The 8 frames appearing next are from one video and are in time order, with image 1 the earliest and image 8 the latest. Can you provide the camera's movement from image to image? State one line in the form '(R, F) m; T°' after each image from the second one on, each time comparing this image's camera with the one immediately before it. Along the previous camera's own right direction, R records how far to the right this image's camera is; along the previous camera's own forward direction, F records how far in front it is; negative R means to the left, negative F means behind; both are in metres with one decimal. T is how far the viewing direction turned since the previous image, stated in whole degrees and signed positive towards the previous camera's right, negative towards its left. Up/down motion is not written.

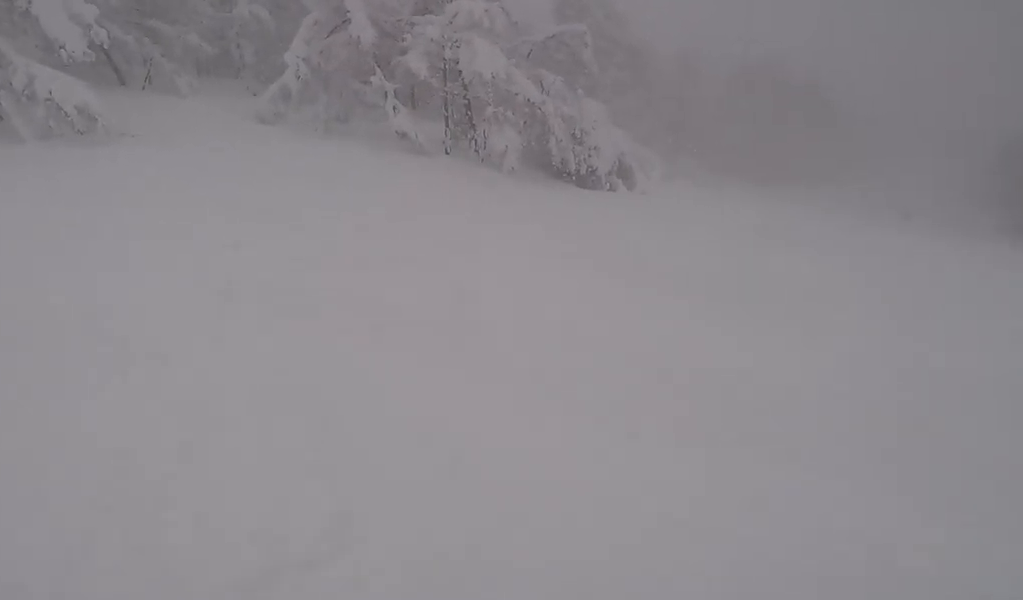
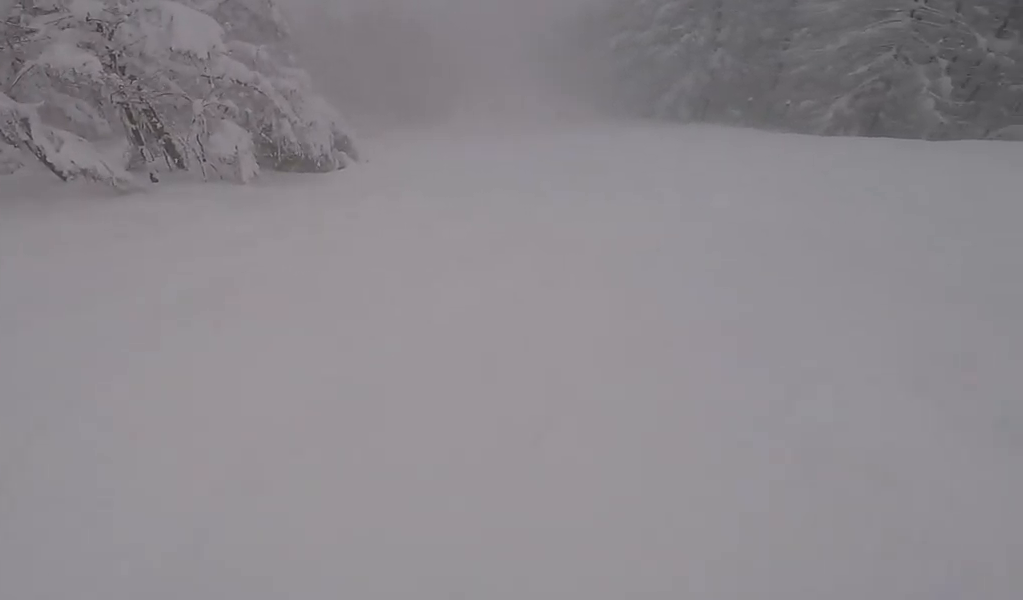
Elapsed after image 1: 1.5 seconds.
(+1.8, +6.3) m; +42°
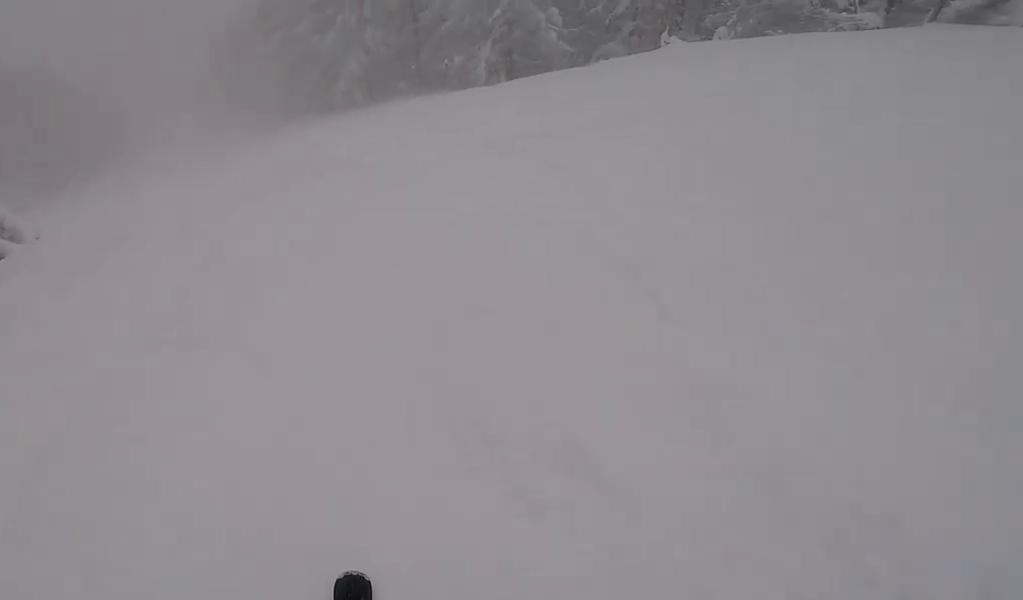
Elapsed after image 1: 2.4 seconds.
(+1.4, +4.1) m; +40°
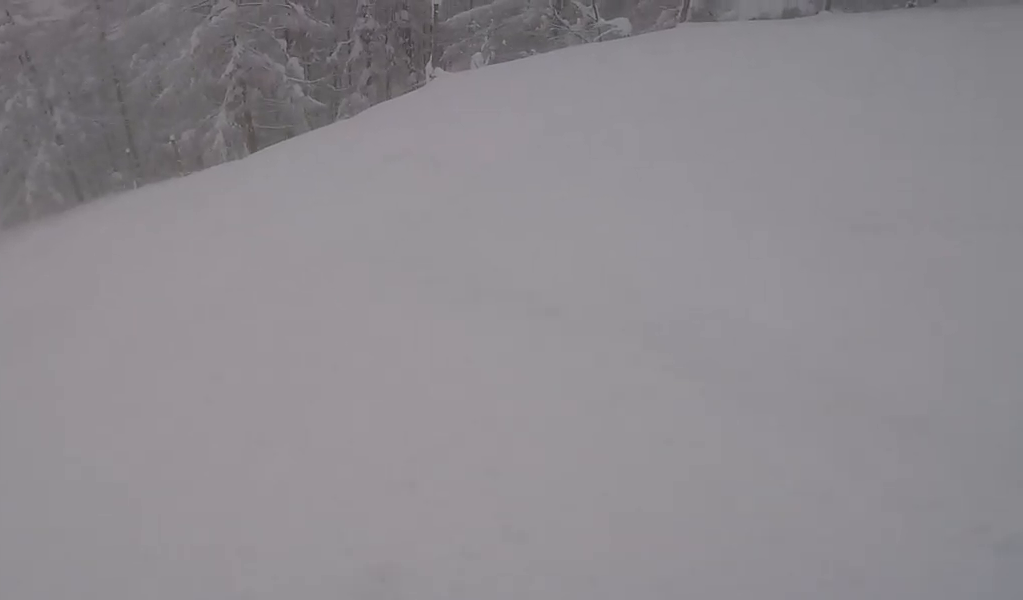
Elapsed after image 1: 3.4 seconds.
(+1.8, +4.4) m; +28°
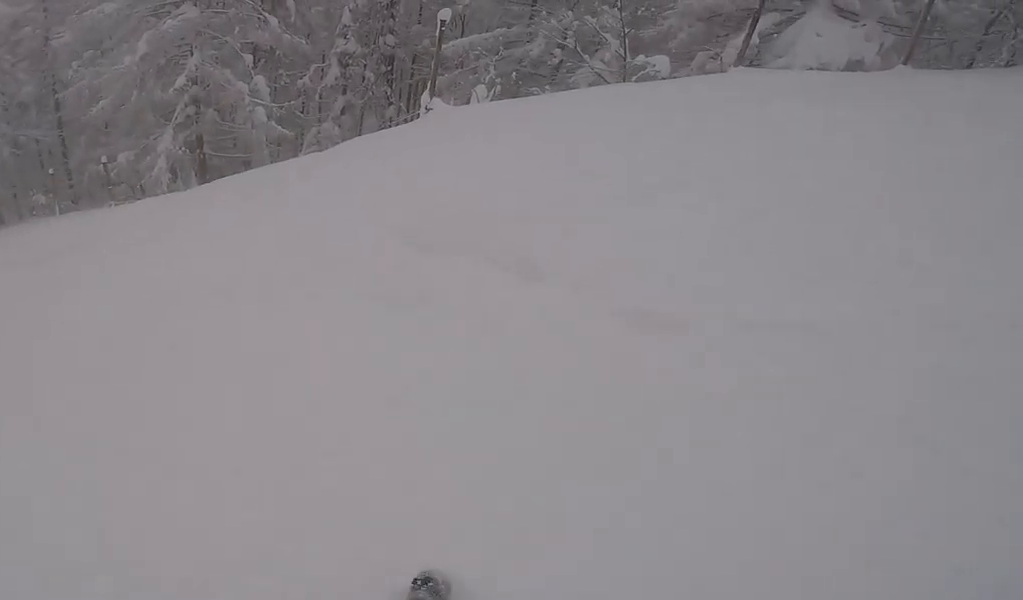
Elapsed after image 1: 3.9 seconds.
(+0.8, +3.2) m; +4°
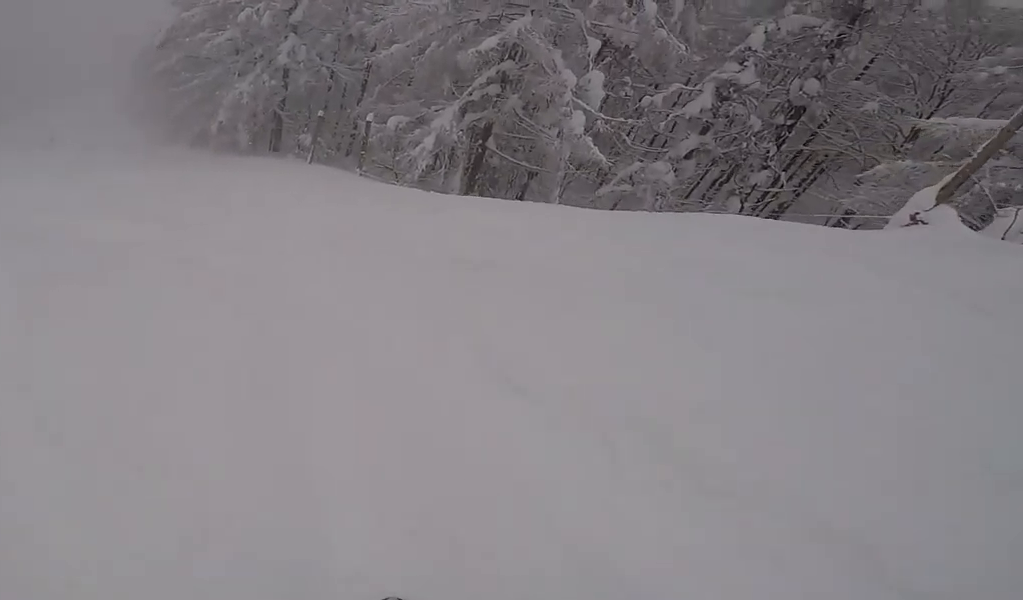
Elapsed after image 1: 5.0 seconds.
(-1.2, +6.1) m; -29°
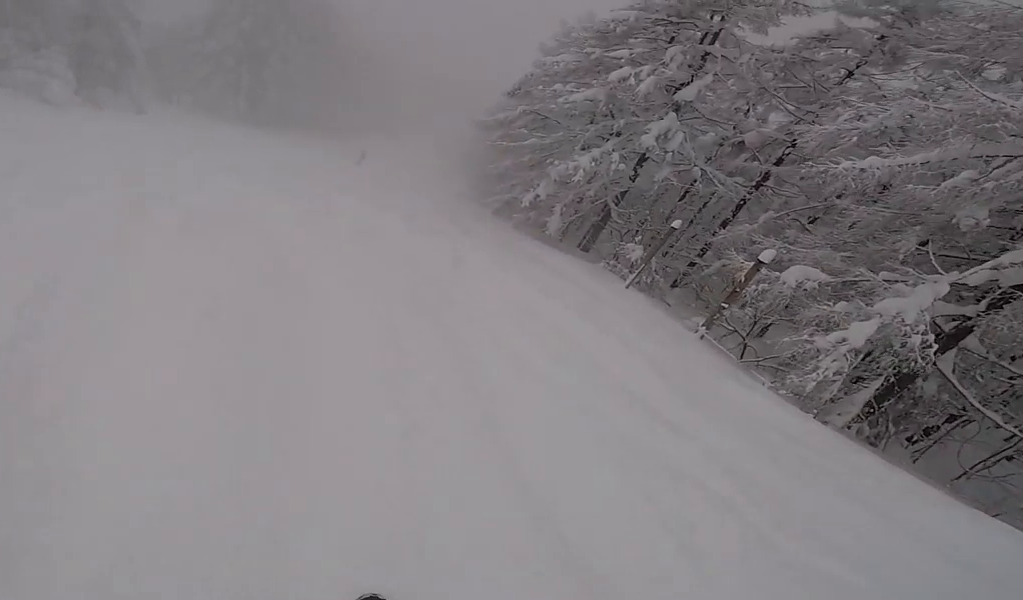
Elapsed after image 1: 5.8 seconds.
(-1.4, +5.0) m; -29°
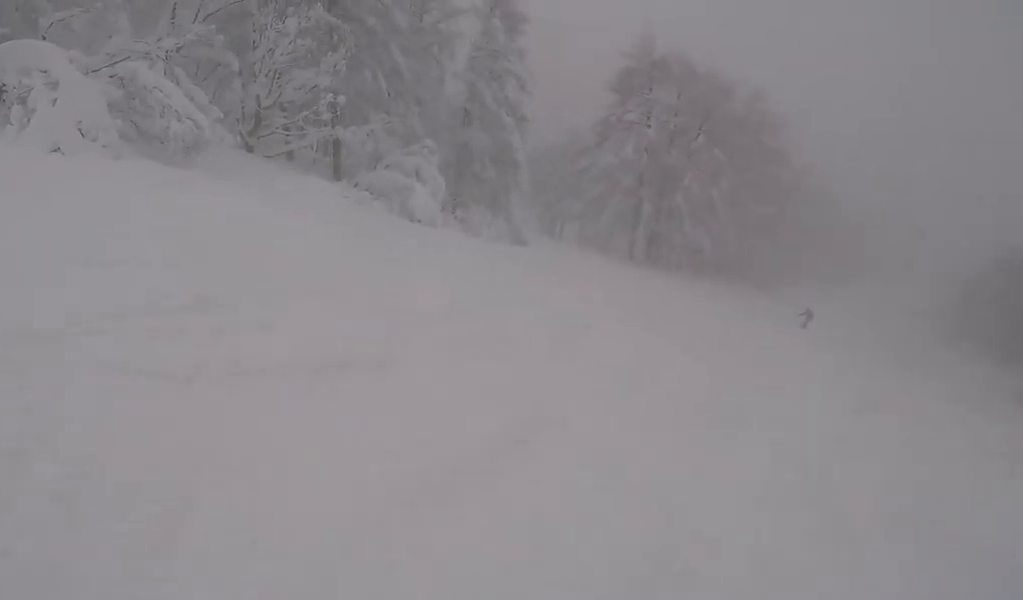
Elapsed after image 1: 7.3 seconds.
(-3.8, +8.3) m; -38°
